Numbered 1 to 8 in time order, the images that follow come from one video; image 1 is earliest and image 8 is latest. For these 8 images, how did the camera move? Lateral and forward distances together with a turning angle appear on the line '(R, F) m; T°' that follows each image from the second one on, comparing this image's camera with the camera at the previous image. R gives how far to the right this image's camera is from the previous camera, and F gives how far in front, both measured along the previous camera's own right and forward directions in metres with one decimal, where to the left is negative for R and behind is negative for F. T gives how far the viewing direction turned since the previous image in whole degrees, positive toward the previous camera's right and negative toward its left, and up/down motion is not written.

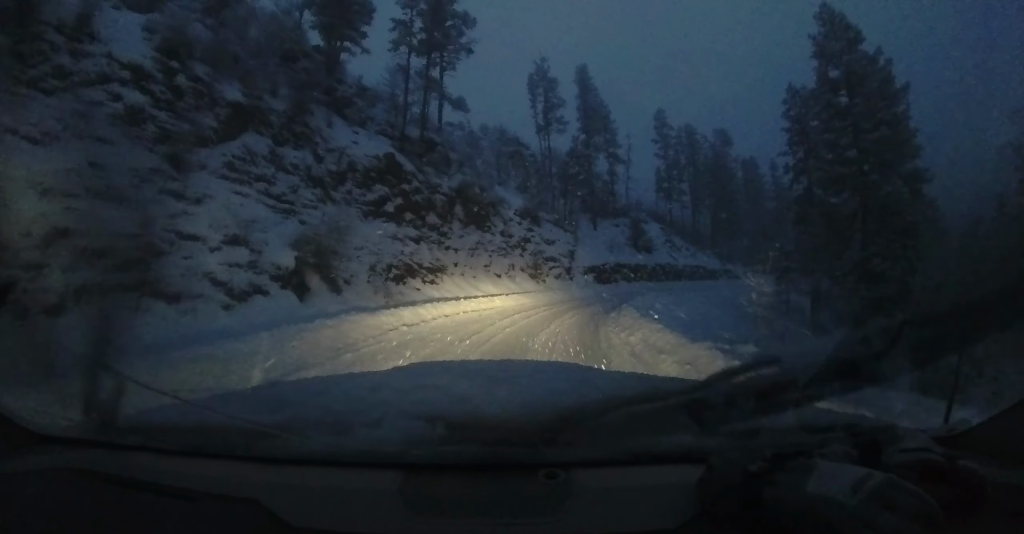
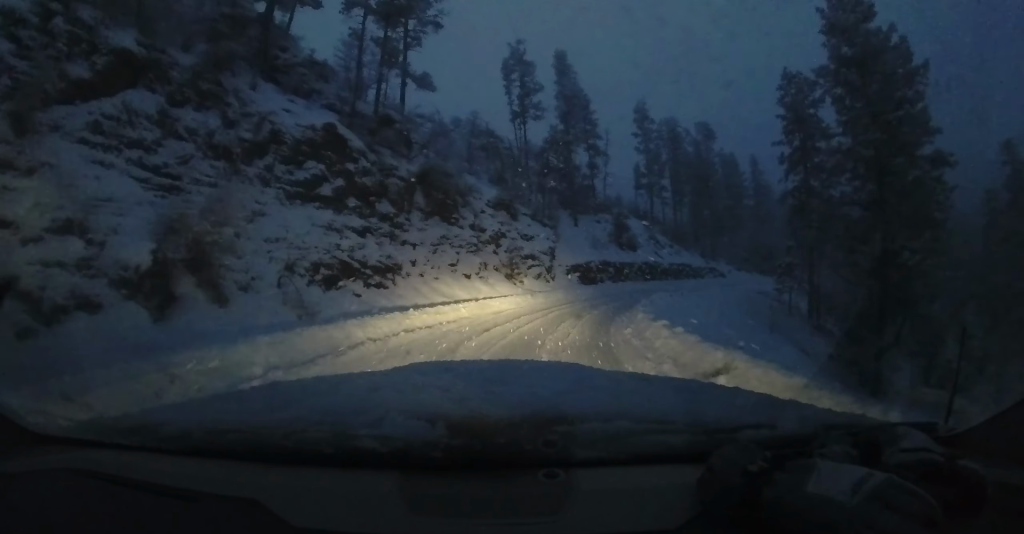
(+0.4, +4.4) m; +5°
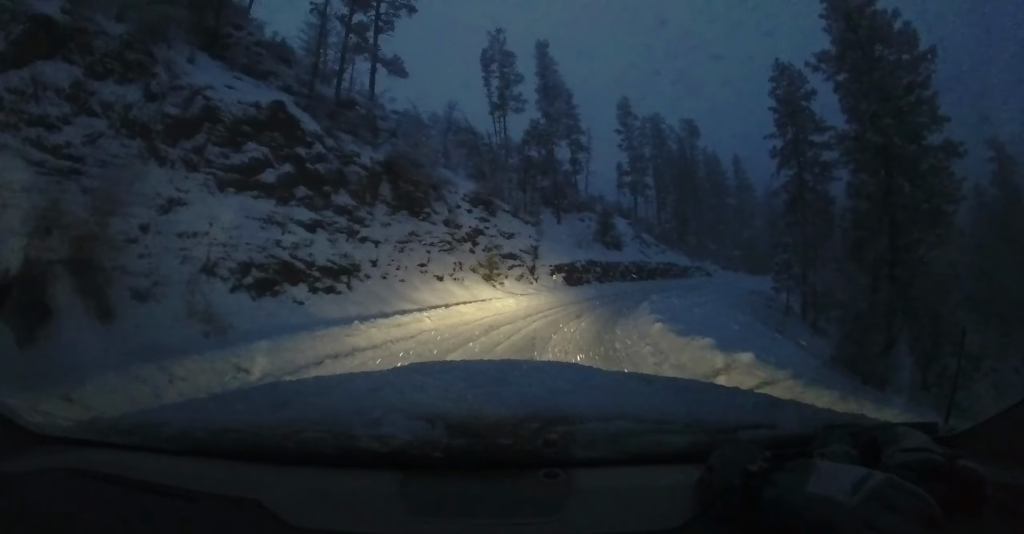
(+0.1, +2.6) m; +2°
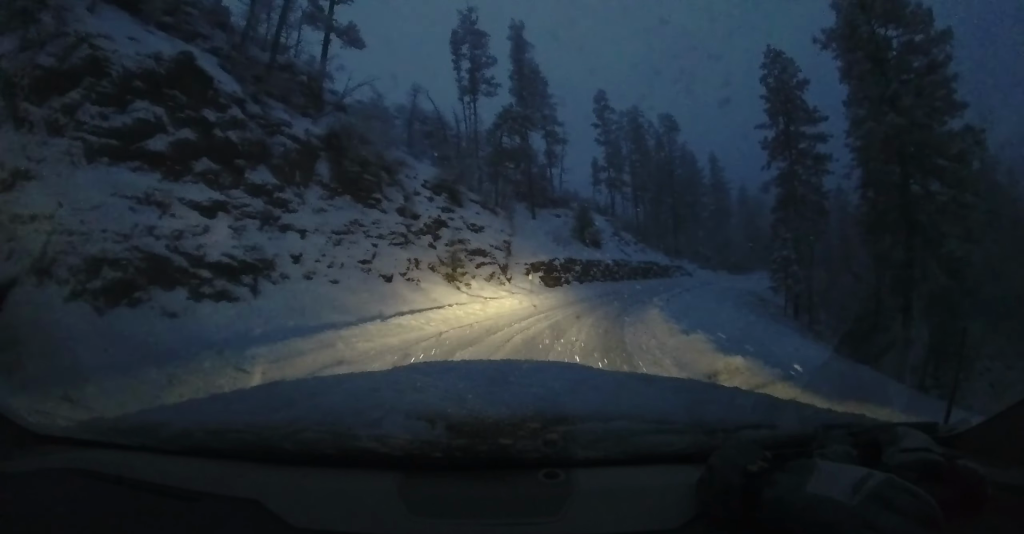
(0.0, +3.7) m; +3°
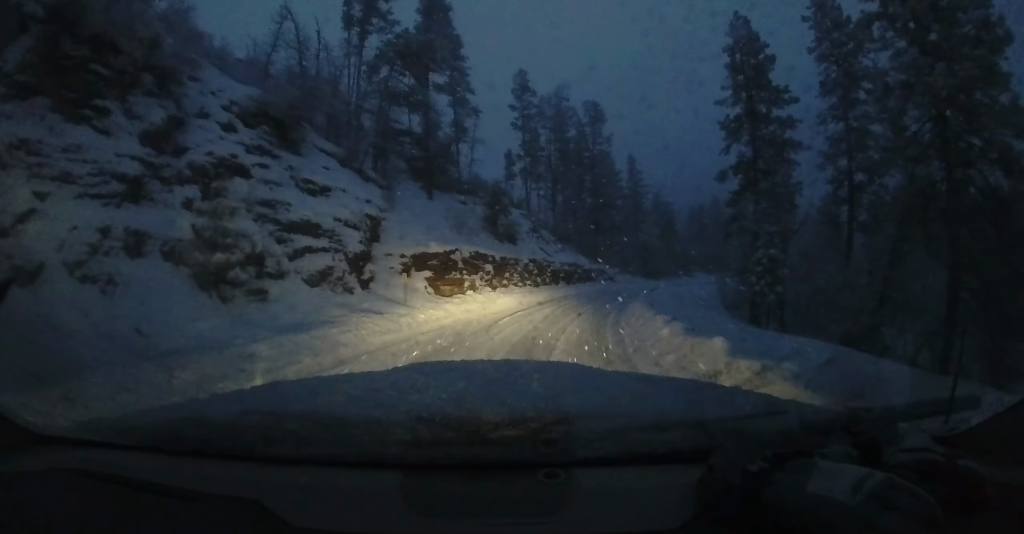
(+1.1, +10.2) m; +14°
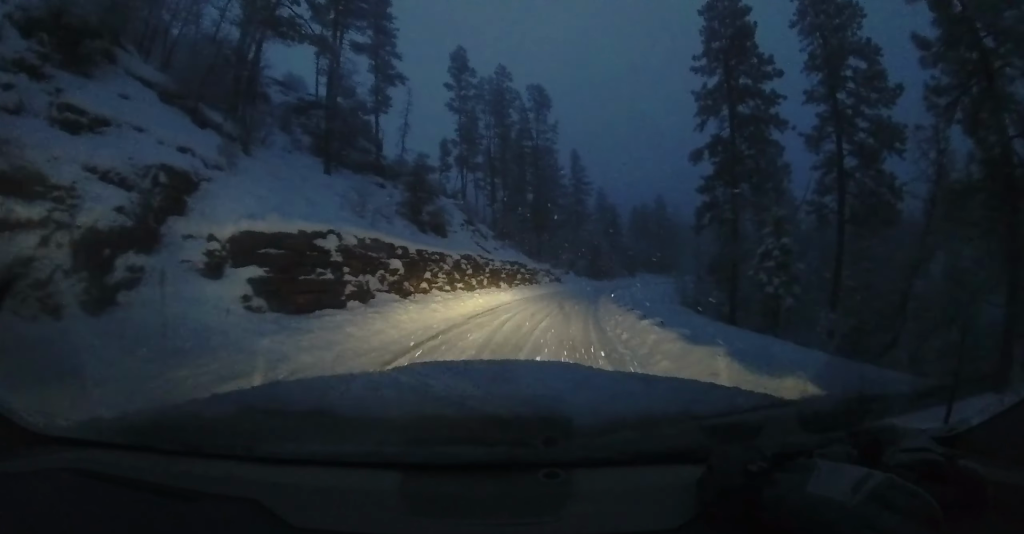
(+0.6, +6.9) m; +7°
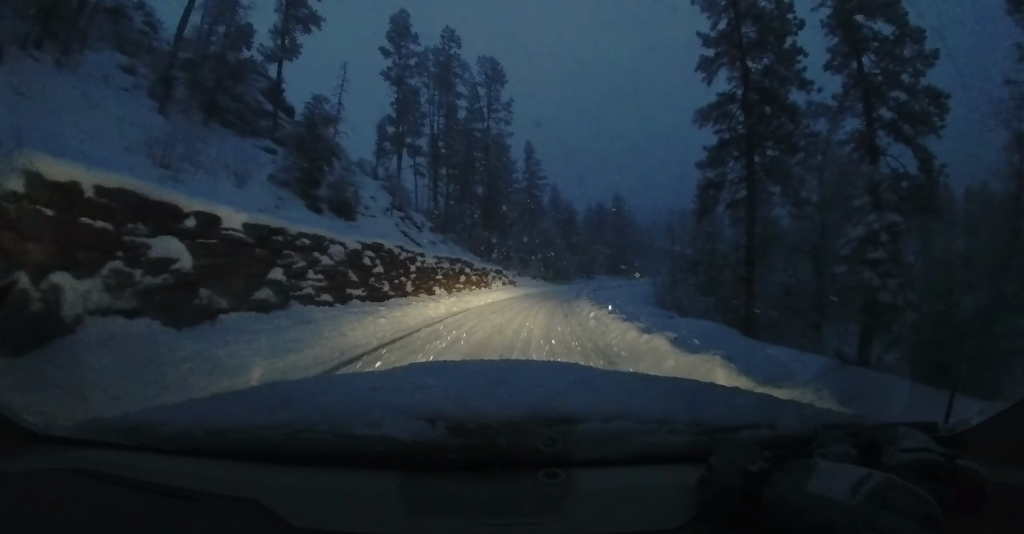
(+0.6, +8.6) m; +8°
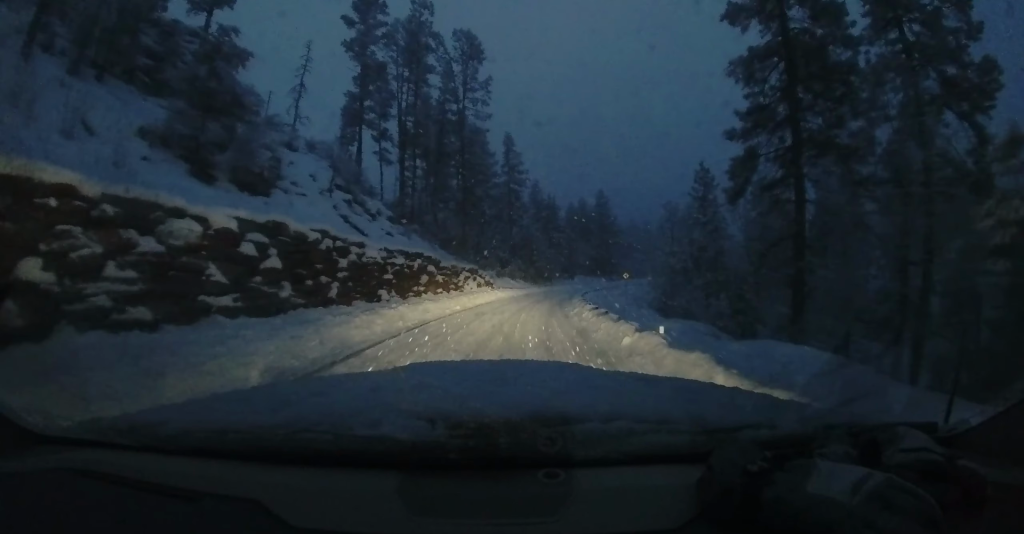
(+0.2, +5.7) m; +5°
